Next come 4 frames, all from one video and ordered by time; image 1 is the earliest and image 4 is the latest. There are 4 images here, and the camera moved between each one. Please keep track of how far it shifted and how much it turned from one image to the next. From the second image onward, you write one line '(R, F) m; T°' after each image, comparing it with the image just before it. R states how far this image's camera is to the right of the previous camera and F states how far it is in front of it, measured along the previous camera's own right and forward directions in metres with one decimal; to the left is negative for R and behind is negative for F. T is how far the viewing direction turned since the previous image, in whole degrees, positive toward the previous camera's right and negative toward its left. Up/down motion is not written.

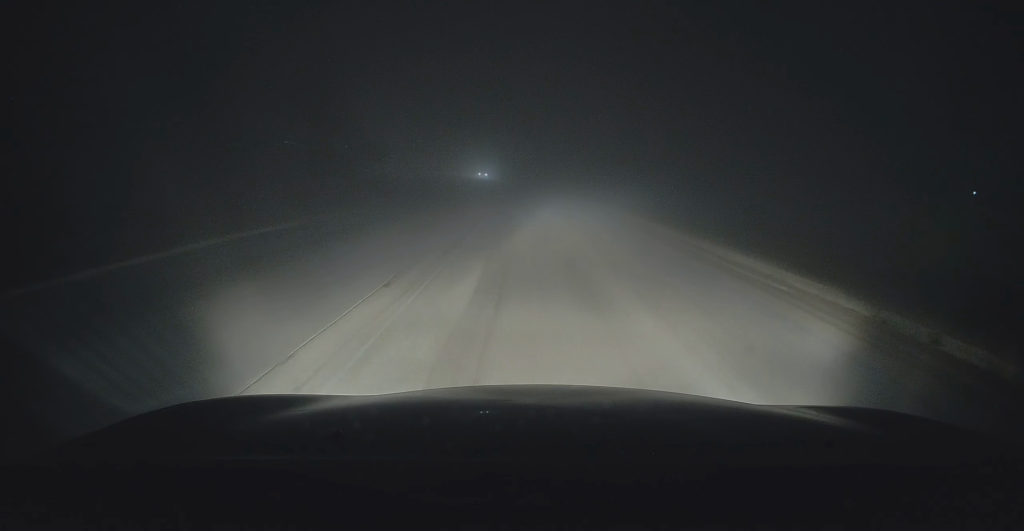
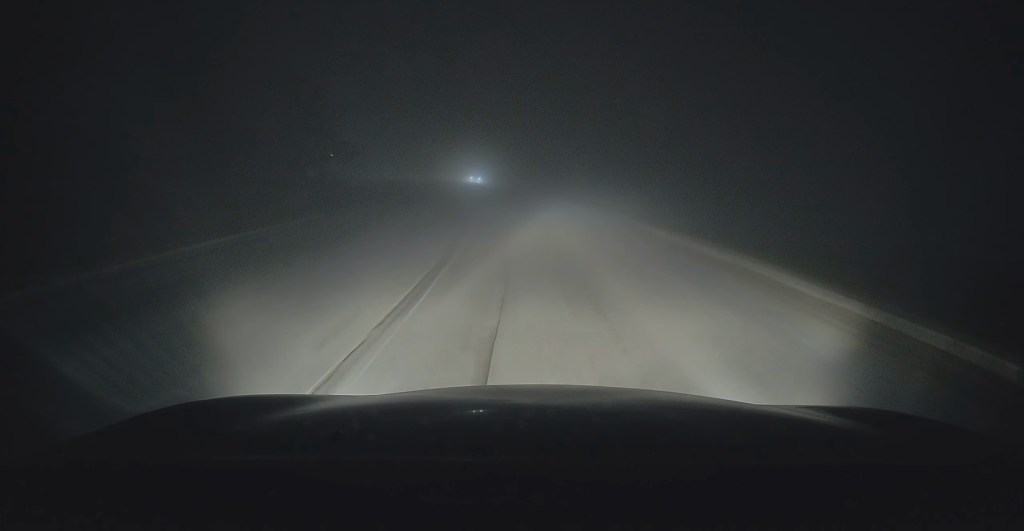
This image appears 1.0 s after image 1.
(+0.1, +11.8) m; -1°
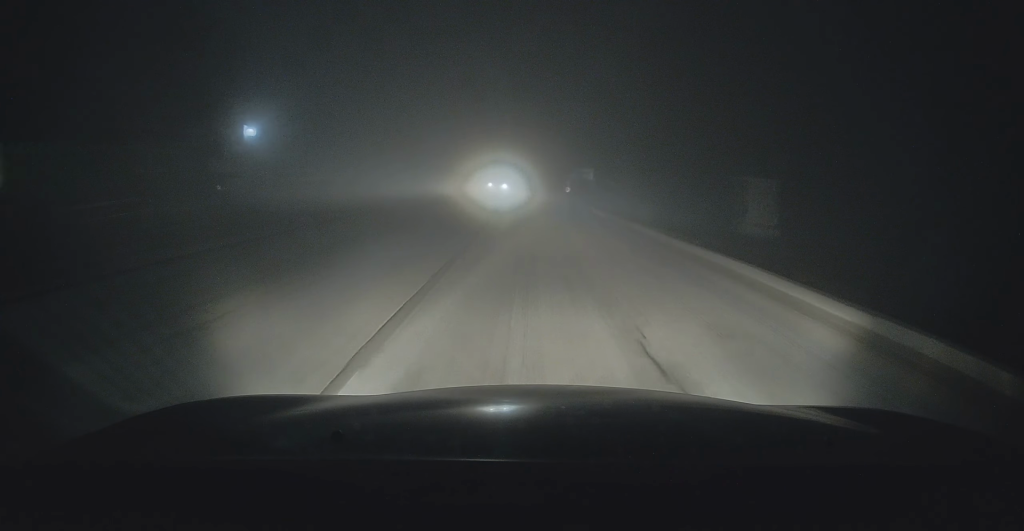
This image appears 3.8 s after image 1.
(-1.3, +31.8) m; -4°
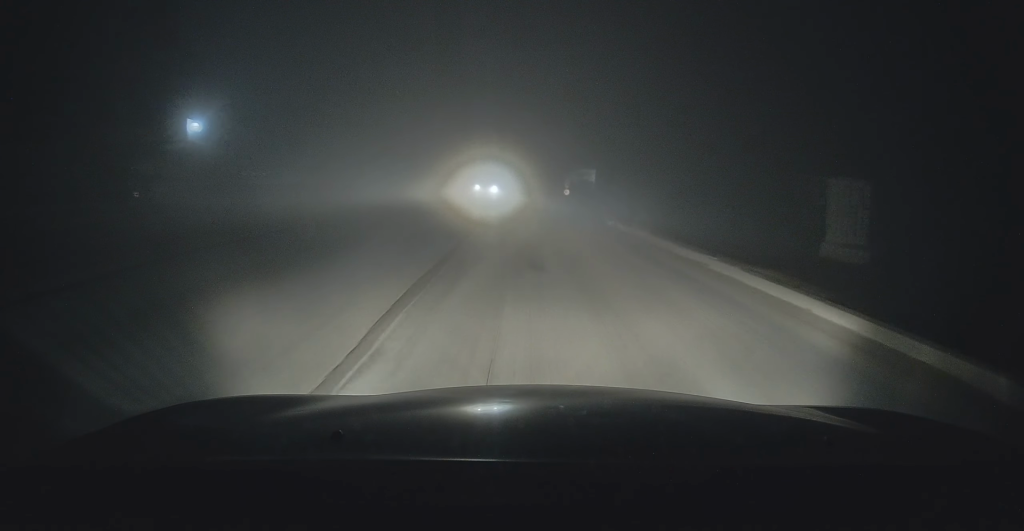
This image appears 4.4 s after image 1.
(-0.1, +6.4) m; -1°
